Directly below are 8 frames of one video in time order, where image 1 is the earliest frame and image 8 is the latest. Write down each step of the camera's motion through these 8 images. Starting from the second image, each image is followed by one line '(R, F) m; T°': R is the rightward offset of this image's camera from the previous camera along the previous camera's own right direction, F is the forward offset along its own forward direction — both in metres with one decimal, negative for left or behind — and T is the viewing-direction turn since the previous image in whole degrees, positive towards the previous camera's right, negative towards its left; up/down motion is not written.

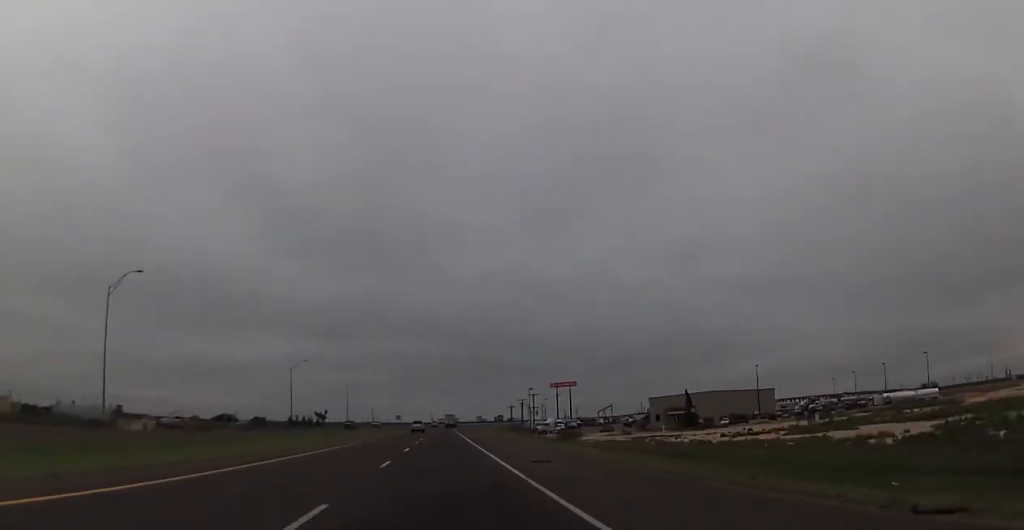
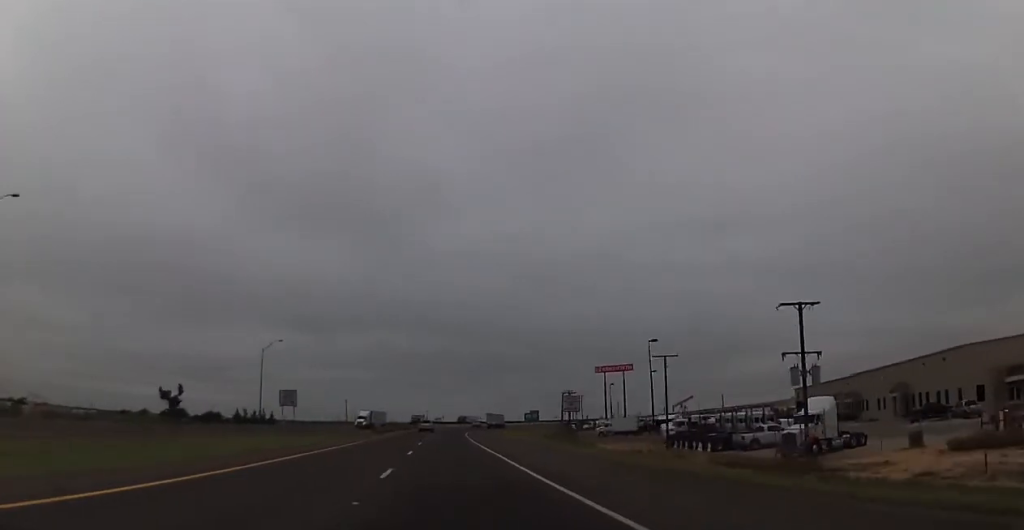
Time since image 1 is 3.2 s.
(+0.3, +113.5) m; 0°
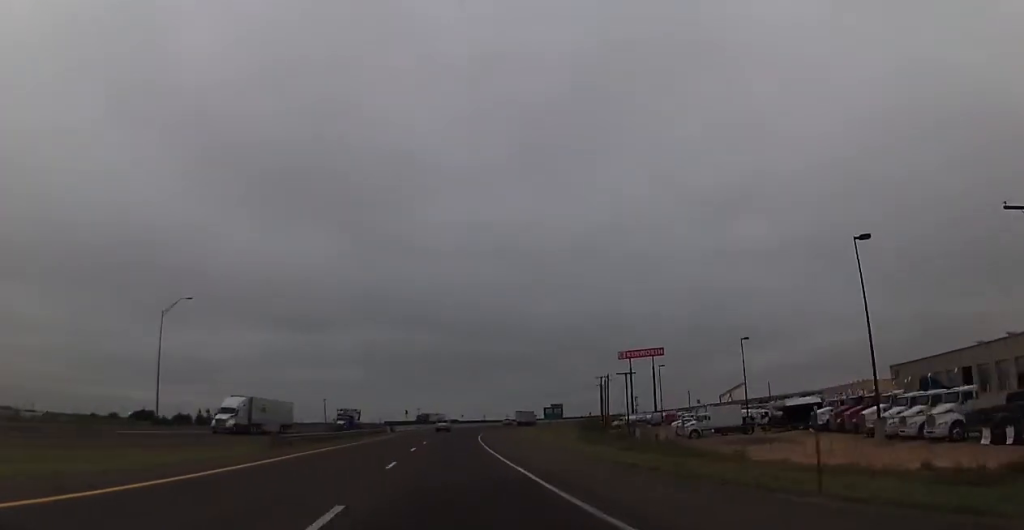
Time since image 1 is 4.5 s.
(-0.7, +45.0) m; 0°
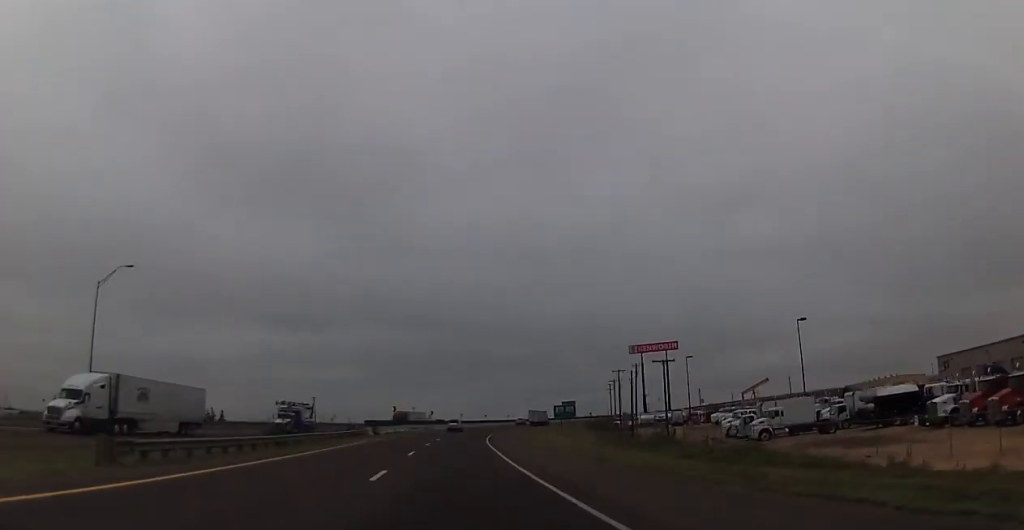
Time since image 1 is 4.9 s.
(+0.5, +16.6) m; 0°
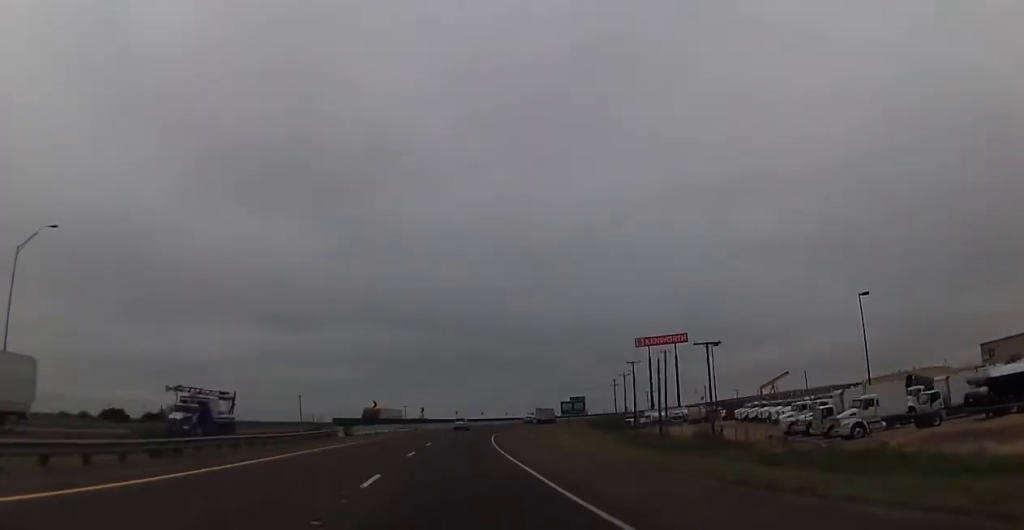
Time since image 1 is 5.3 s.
(+0.4, +14.2) m; 0°
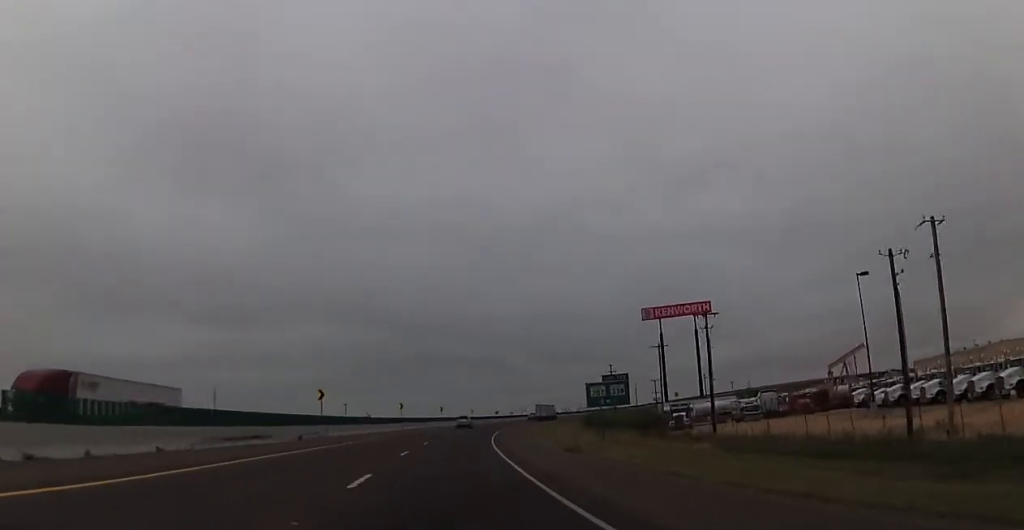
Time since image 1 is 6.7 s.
(-0.2, +48.3) m; +1°
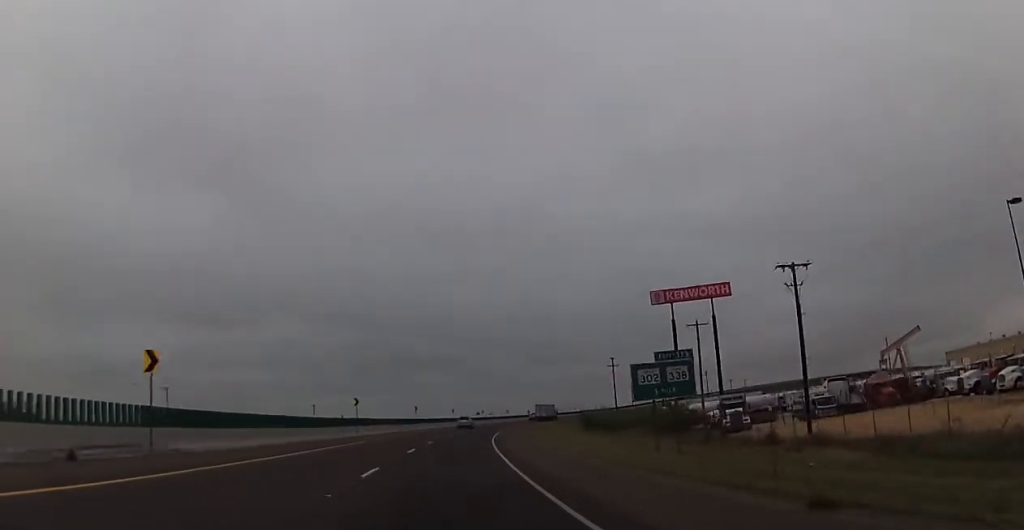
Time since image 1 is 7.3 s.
(+0.4, +21.2) m; +2°
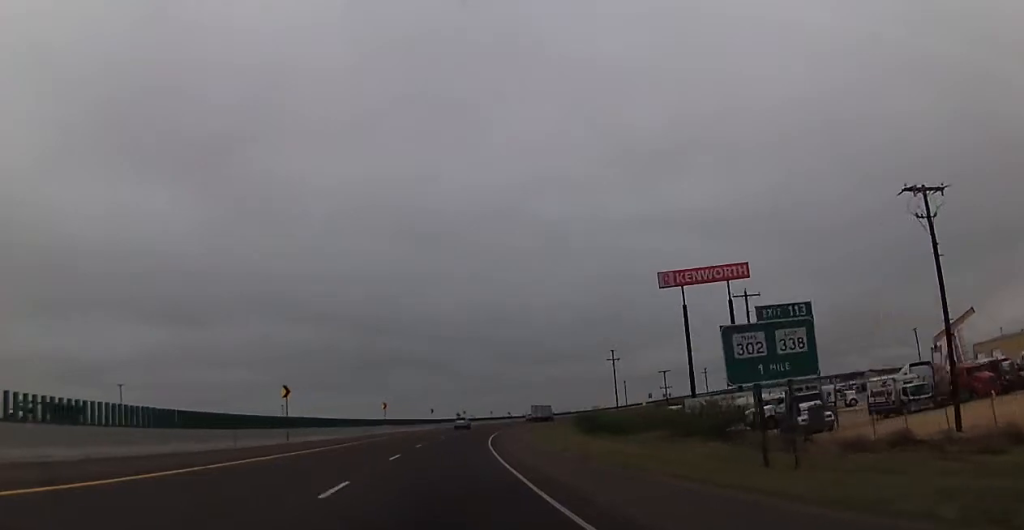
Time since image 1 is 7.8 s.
(+0.3, +16.6) m; +2°
